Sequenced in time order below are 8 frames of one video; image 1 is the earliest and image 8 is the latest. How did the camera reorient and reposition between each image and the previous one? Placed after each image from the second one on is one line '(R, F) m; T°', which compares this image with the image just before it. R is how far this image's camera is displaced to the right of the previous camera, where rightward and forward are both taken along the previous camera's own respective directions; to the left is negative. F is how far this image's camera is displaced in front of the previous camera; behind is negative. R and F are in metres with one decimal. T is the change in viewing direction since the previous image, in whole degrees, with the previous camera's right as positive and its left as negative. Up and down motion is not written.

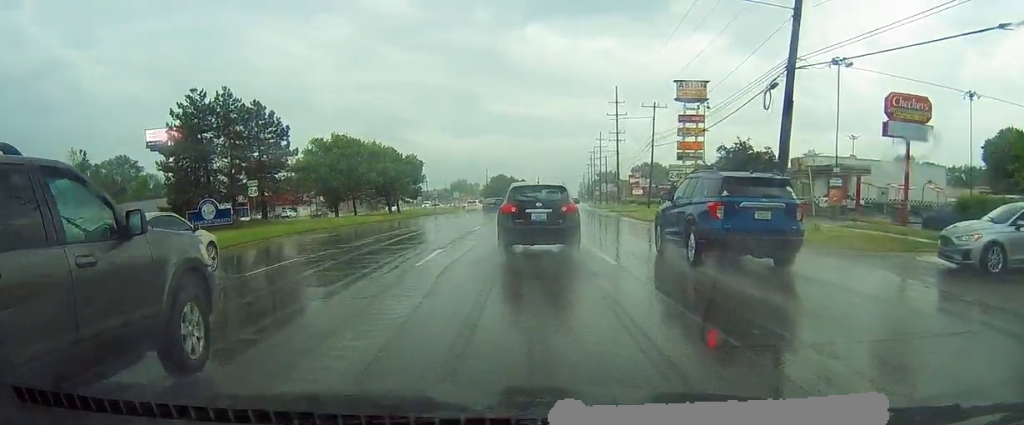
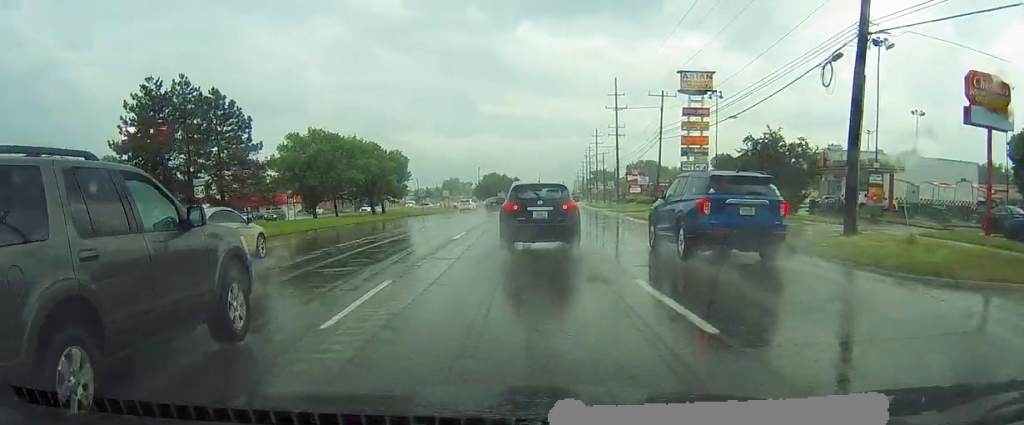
(0.0, +6.5) m; +2°
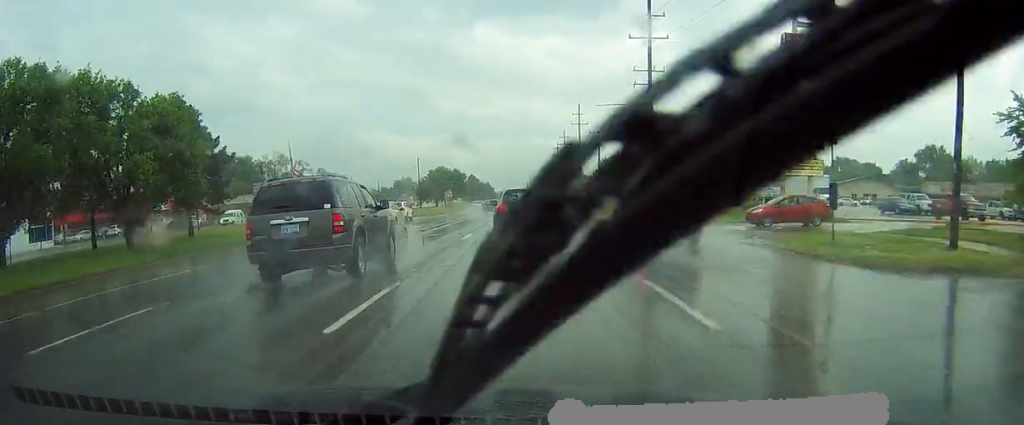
(+2.5, +45.9) m; +4°
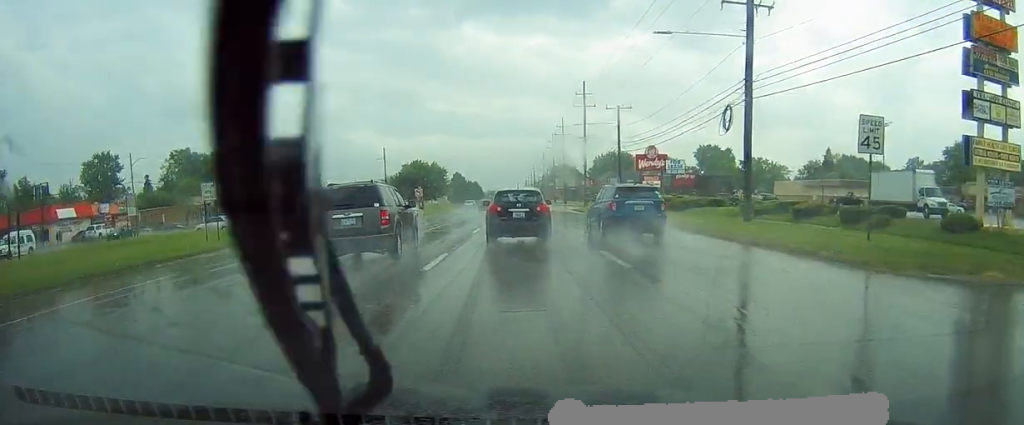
(+0.5, +24.3) m; +1°
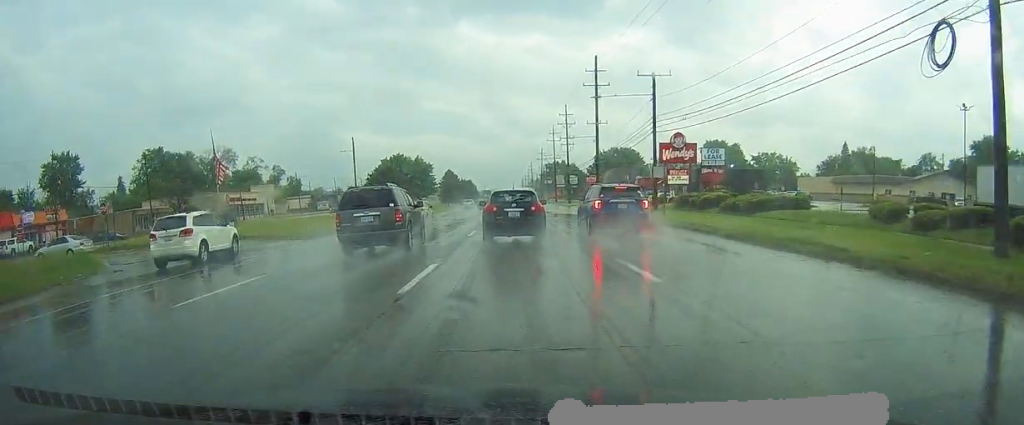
(-0.3, +18.0) m; 0°
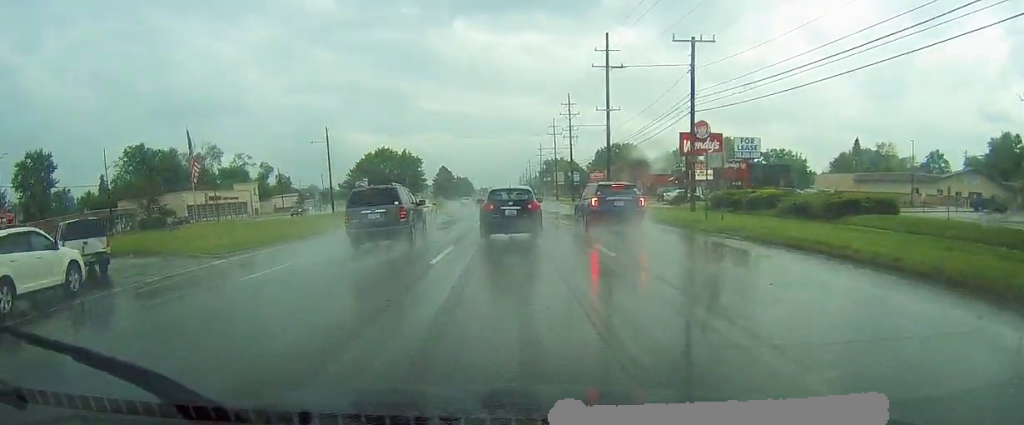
(+0.2, +11.1) m; 0°
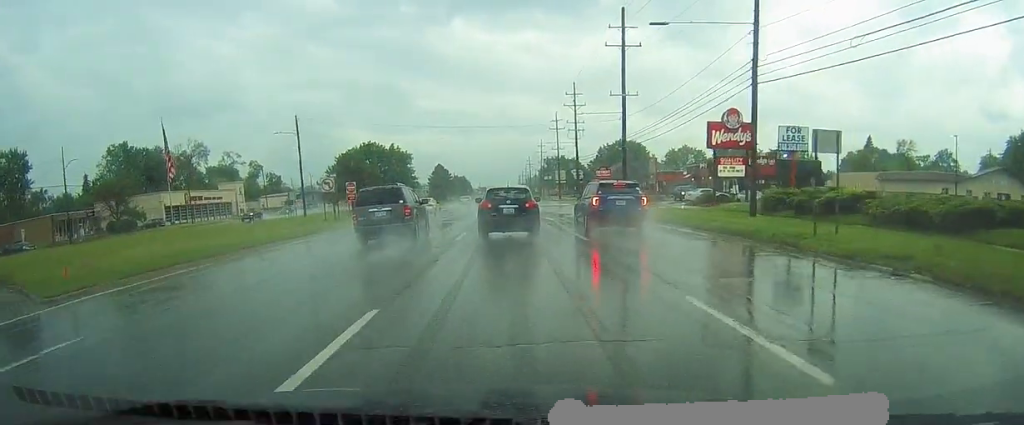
(+0.1, +10.2) m; 0°
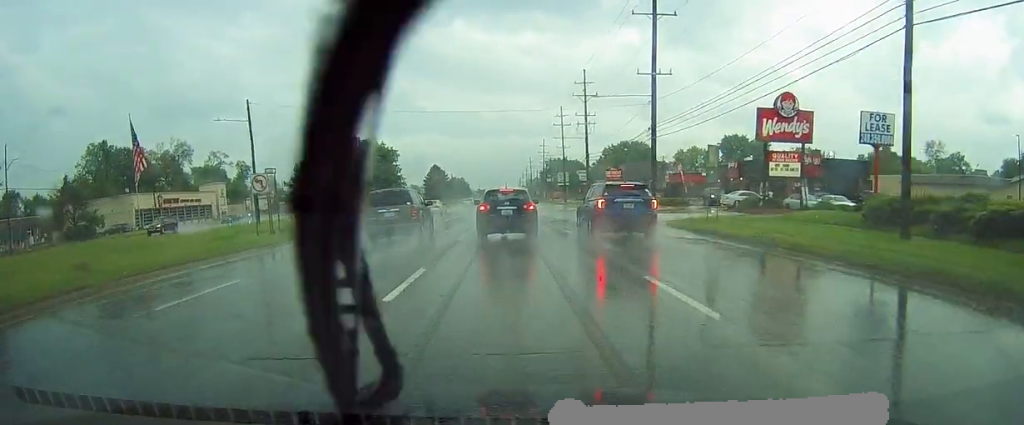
(-0.2, +12.4) m; -1°
